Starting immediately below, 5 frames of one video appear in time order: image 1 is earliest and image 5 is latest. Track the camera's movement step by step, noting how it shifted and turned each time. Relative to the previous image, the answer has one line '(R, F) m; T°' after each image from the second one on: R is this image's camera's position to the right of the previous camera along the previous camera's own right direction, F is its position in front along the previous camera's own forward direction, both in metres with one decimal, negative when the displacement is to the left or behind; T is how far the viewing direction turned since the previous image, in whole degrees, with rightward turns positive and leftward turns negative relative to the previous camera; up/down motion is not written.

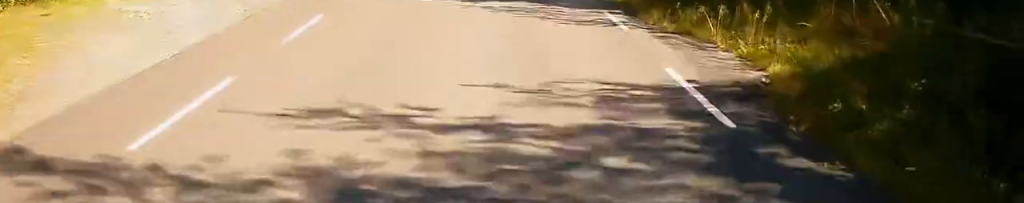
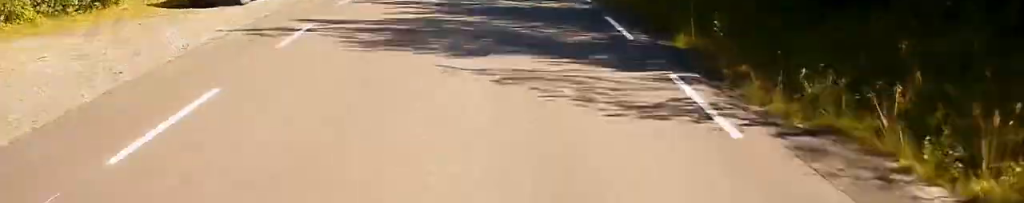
(0.0, +6.3) m; 0°
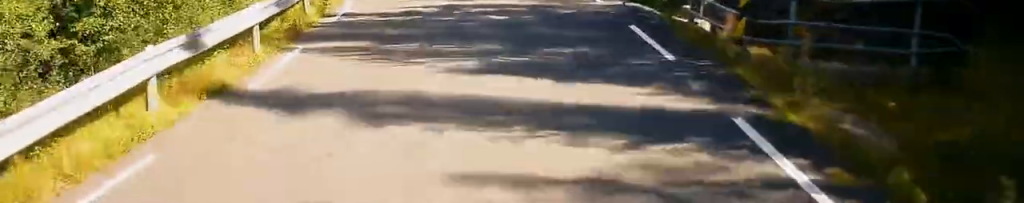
(-1.2, +32.1) m; -5°
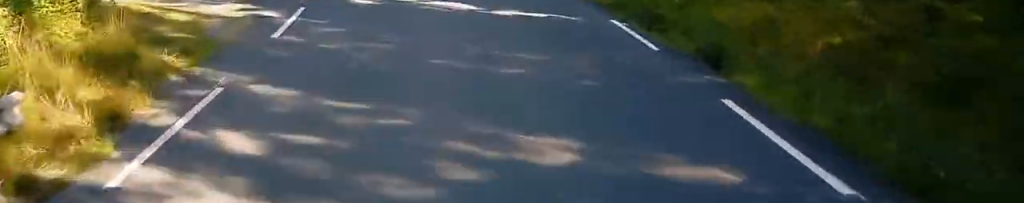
(-1.8, +22.4) m; -12°
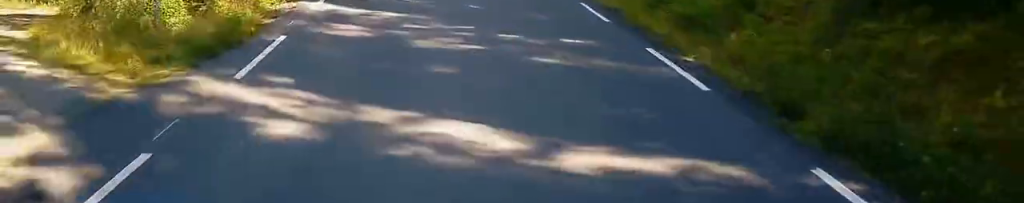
(-0.7, +8.1) m; -5°
